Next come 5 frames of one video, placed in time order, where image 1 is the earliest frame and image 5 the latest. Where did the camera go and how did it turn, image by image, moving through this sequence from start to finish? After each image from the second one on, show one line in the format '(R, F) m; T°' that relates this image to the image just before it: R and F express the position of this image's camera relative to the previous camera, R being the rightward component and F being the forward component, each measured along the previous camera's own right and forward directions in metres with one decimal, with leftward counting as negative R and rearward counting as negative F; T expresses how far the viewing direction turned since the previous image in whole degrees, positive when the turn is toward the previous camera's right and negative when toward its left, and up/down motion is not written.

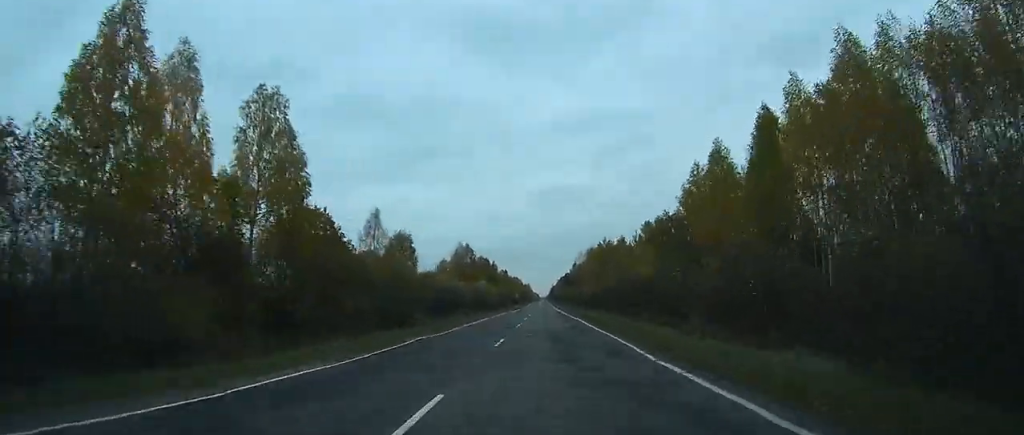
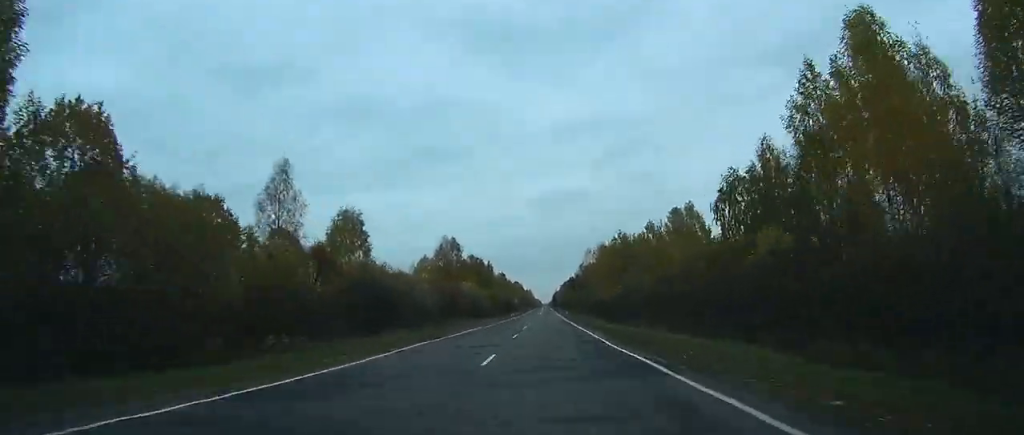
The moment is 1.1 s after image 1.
(+0.1, +29.2) m; 0°
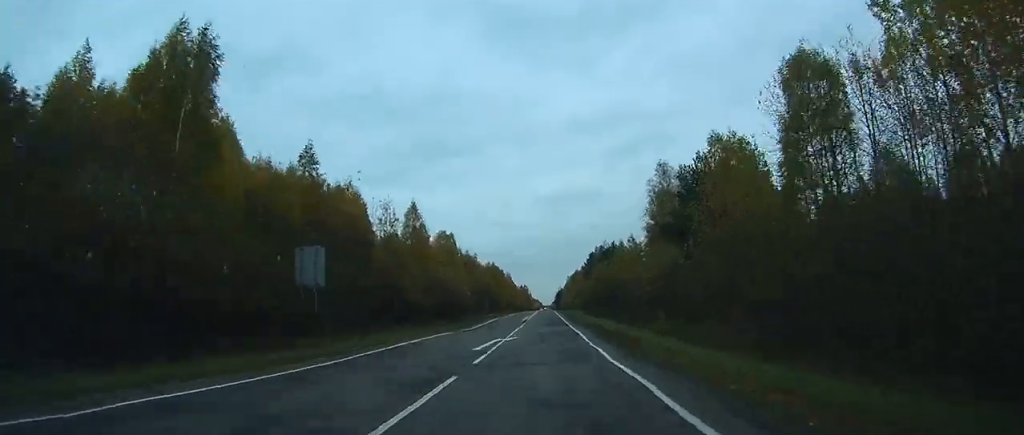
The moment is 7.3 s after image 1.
(+0.2, +151.1) m; 0°
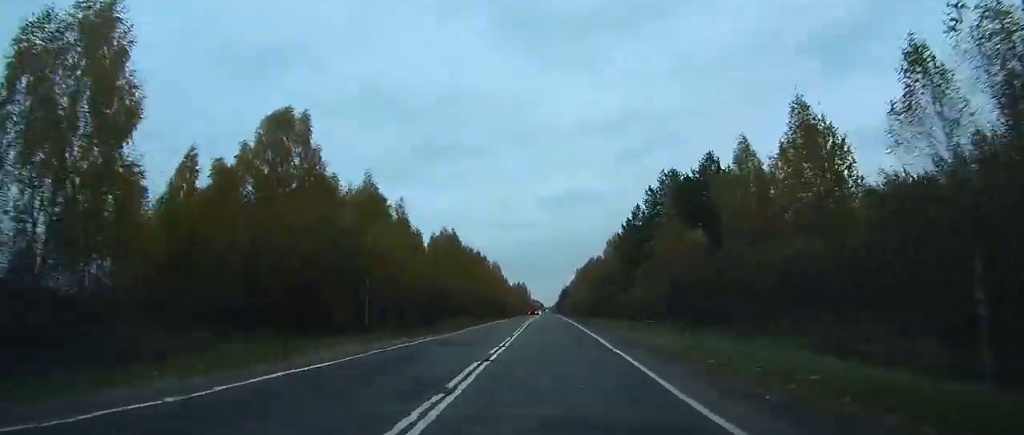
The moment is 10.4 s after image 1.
(-0.5, +80.8) m; -1°
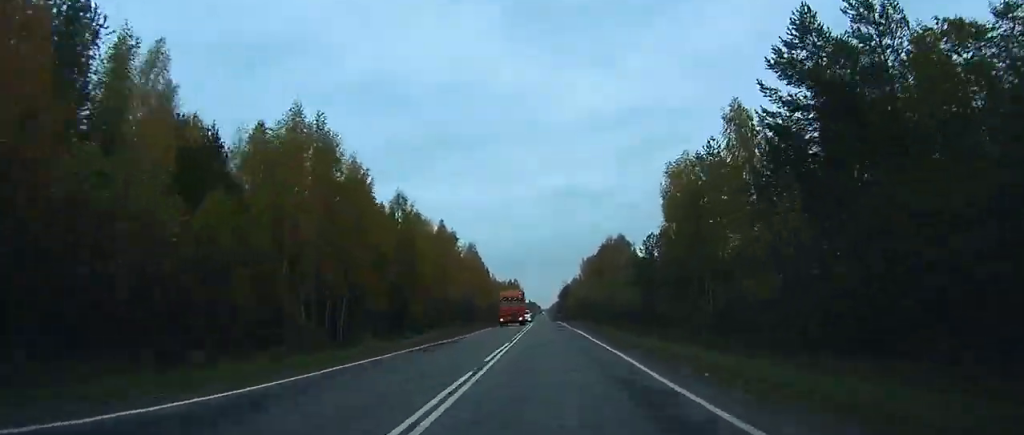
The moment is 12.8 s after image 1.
(0.0, +61.4) m; 0°
